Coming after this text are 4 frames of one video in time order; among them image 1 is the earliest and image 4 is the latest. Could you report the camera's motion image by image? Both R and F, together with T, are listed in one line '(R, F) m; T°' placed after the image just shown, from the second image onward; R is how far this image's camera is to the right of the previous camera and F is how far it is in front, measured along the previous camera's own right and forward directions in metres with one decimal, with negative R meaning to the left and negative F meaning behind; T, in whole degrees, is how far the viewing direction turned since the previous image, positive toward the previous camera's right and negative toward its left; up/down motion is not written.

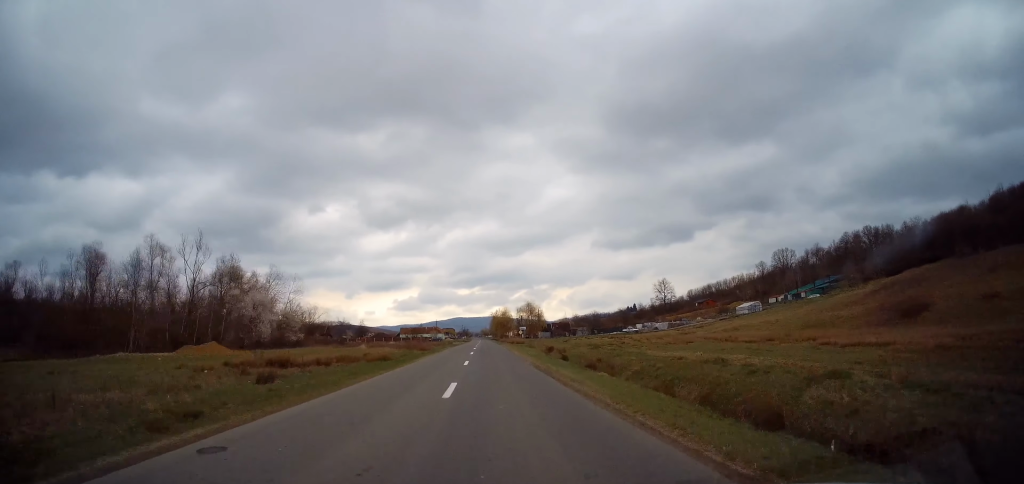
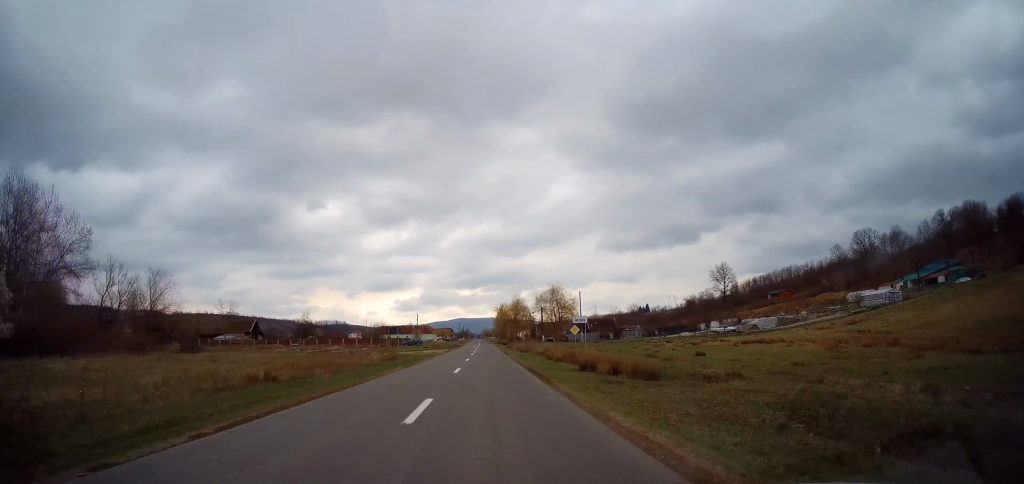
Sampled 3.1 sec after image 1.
(-0.5, +62.9) m; 0°
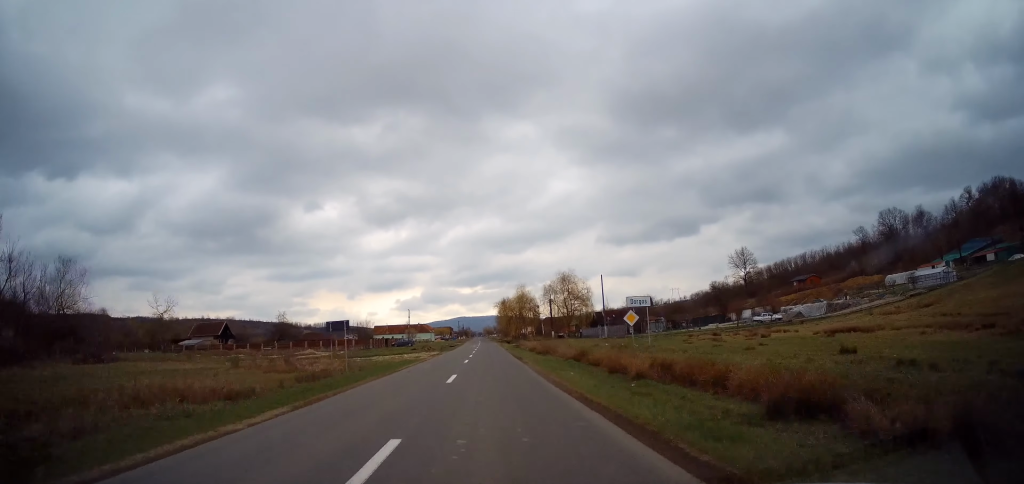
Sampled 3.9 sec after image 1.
(-0.1, +16.5) m; -1°
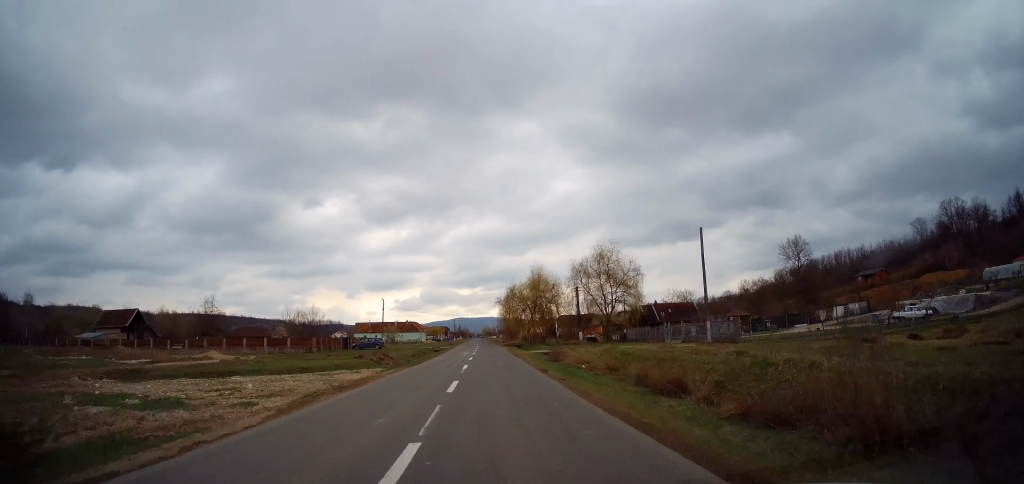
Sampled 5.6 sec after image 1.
(0.0, +32.2) m; +1°
